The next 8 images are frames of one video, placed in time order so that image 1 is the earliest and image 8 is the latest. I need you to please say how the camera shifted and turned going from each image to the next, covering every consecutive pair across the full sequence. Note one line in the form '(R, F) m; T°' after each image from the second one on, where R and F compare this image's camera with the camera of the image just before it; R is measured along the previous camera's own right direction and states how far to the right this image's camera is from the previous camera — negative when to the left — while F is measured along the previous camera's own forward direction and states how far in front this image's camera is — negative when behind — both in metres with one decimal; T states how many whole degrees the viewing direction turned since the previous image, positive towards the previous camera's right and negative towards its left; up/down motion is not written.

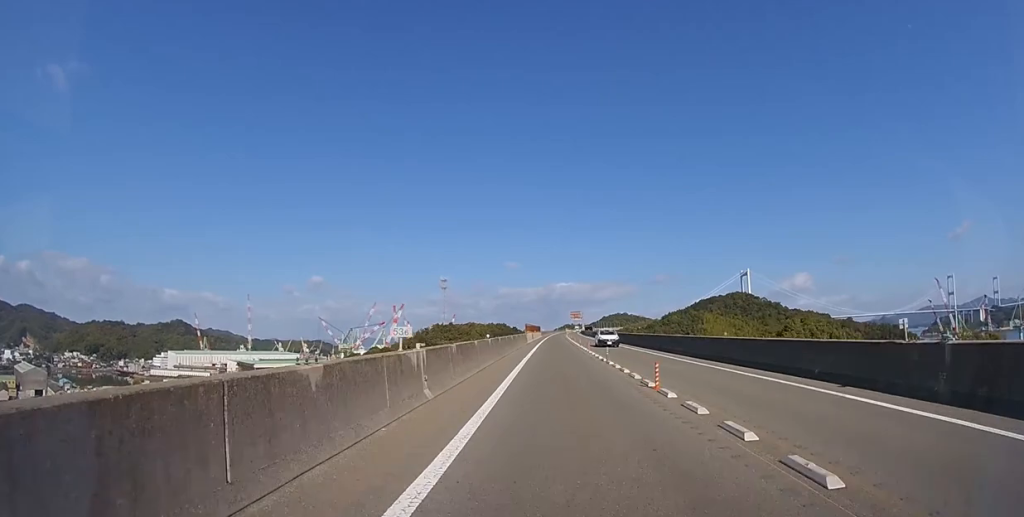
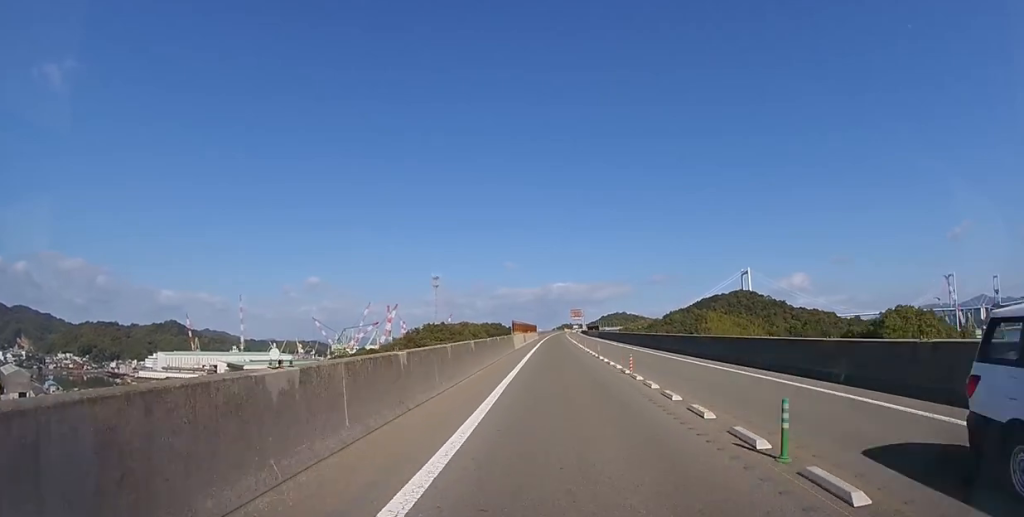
(+0.2, +16.7) m; +1°
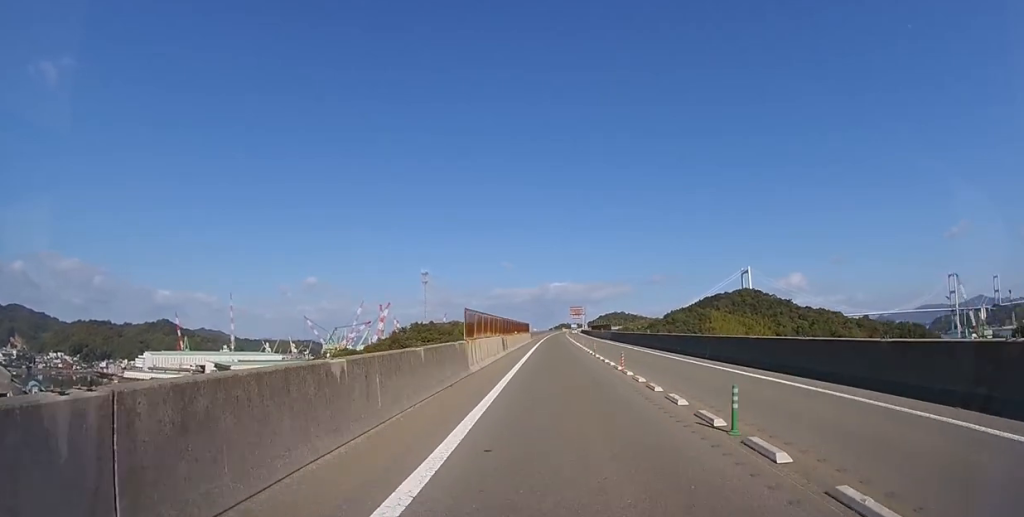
(+0.1, +18.1) m; +1°
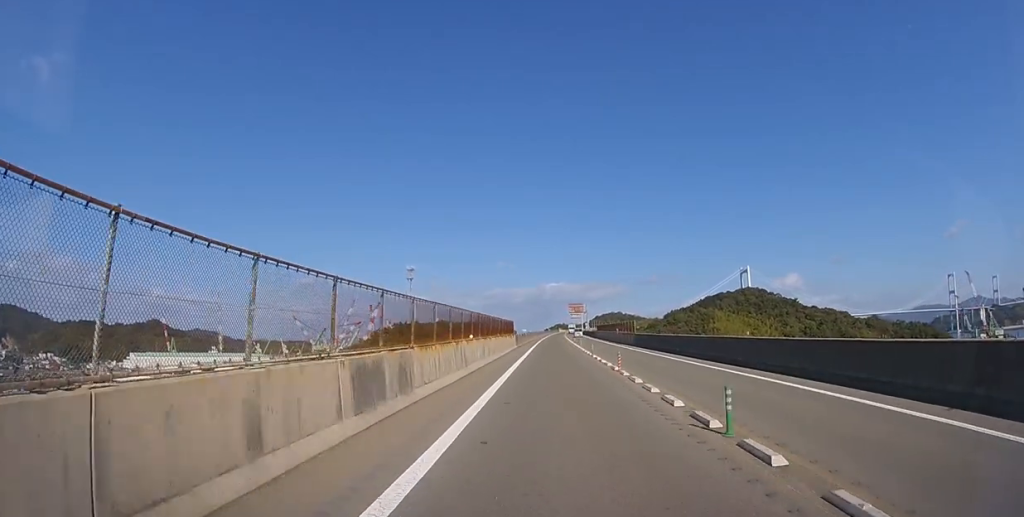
(+0.1, +20.7) m; 0°
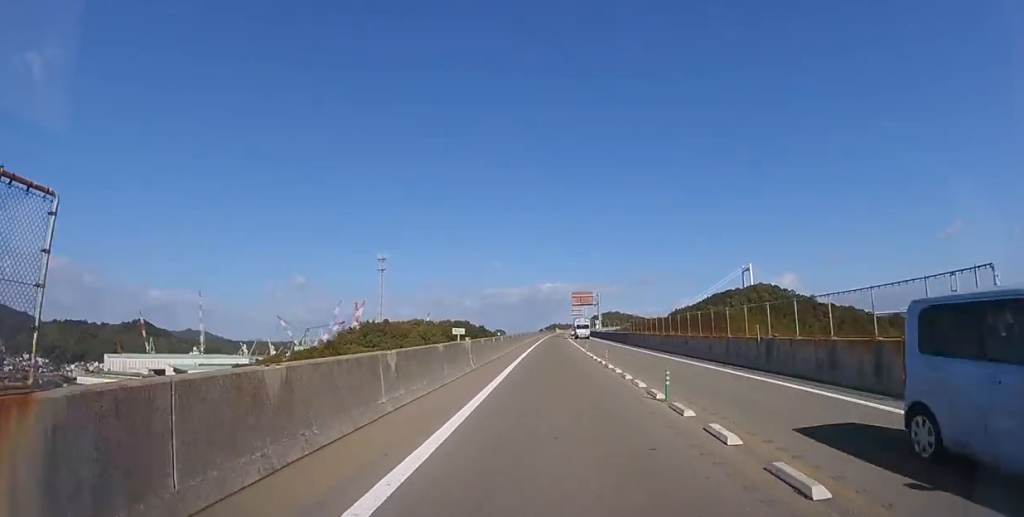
(+0.1, +37.2) m; 0°
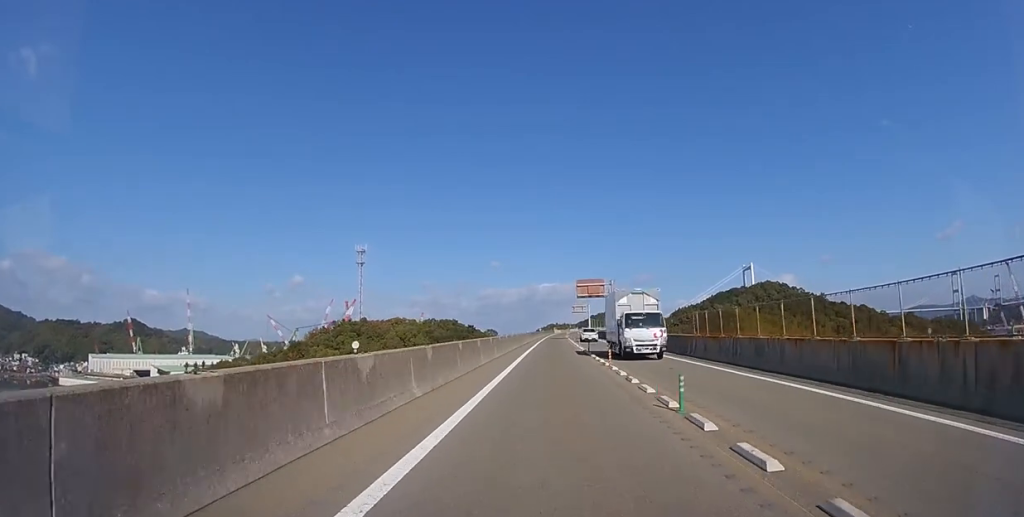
(+0.1, +21.0) m; 0°
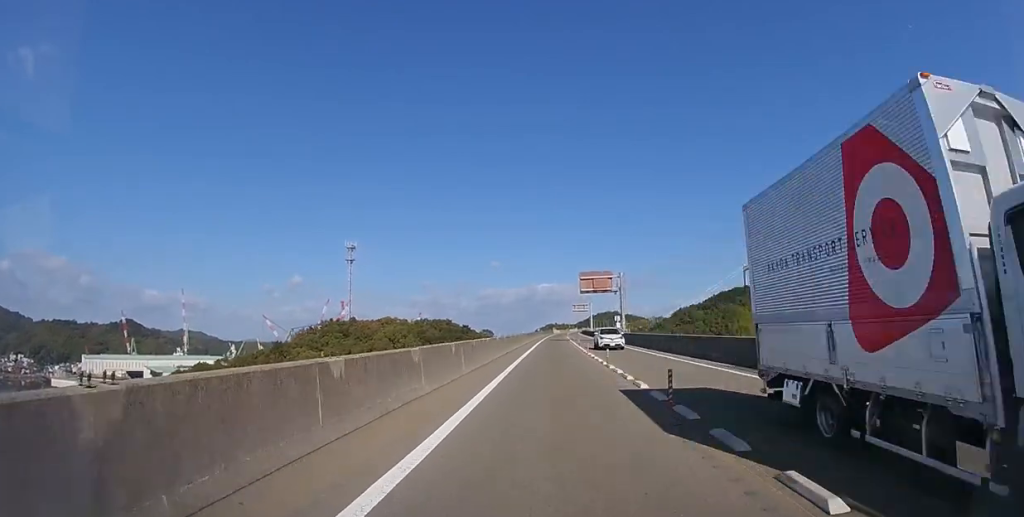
(0.0, +8.9) m; 0°
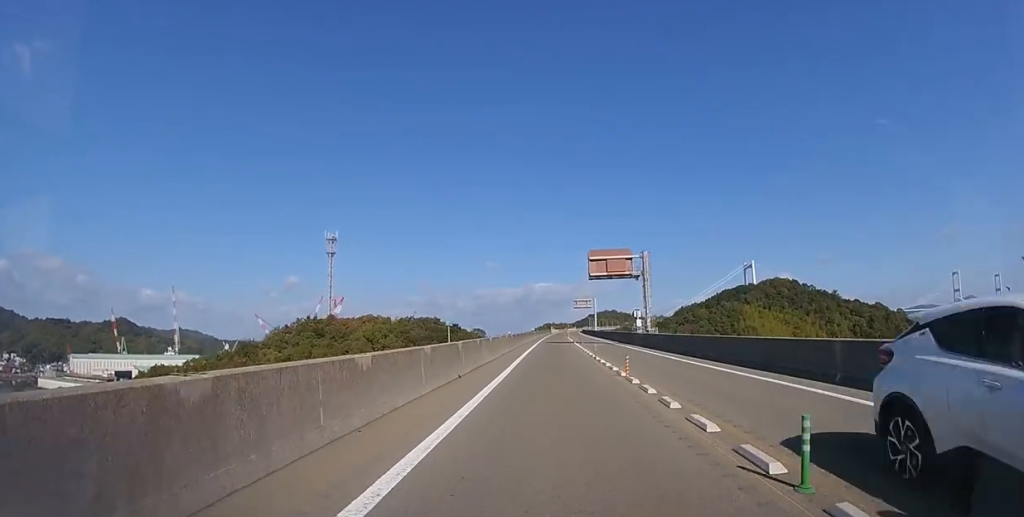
(0.0, +15.4) m; 0°
